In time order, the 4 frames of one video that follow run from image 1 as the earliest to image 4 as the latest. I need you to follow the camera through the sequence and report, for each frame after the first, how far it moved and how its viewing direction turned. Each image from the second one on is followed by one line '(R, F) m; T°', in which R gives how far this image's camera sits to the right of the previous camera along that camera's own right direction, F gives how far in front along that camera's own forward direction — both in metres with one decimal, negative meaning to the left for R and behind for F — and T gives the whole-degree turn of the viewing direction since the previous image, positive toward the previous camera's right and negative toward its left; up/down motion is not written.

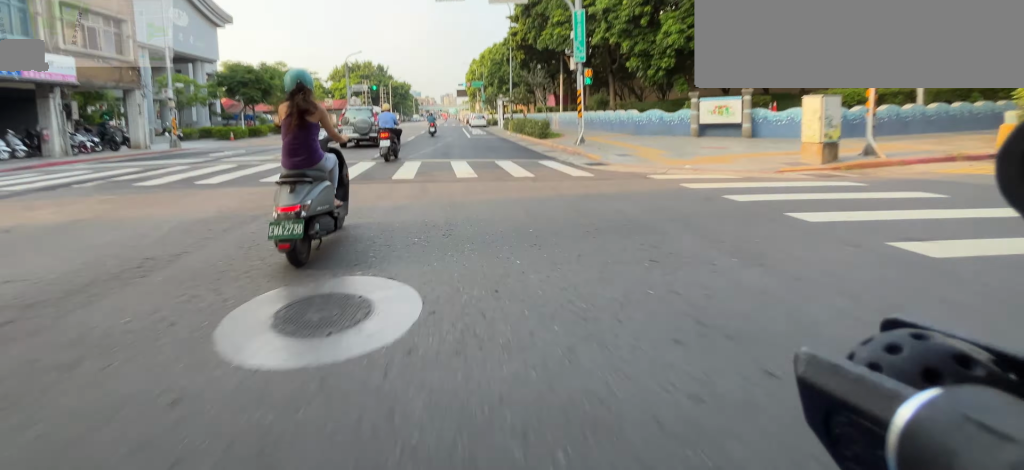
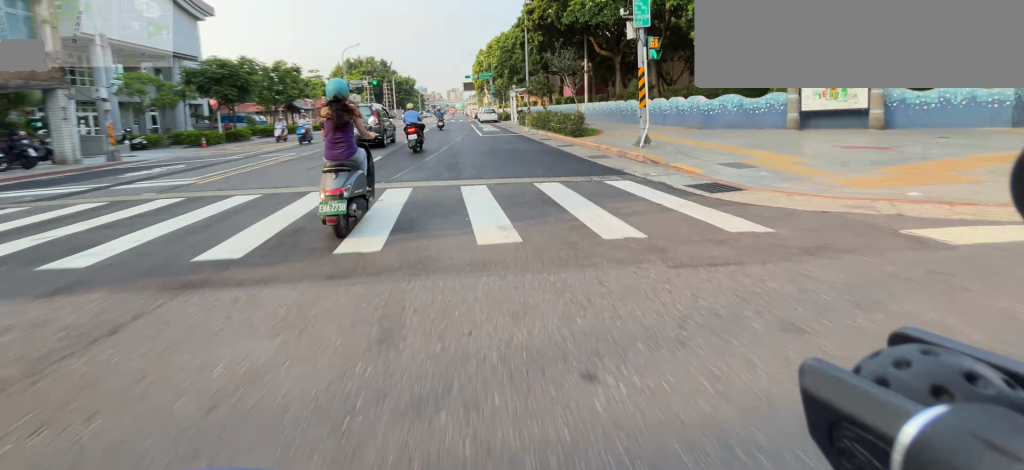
(0.0, +4.3) m; 0°
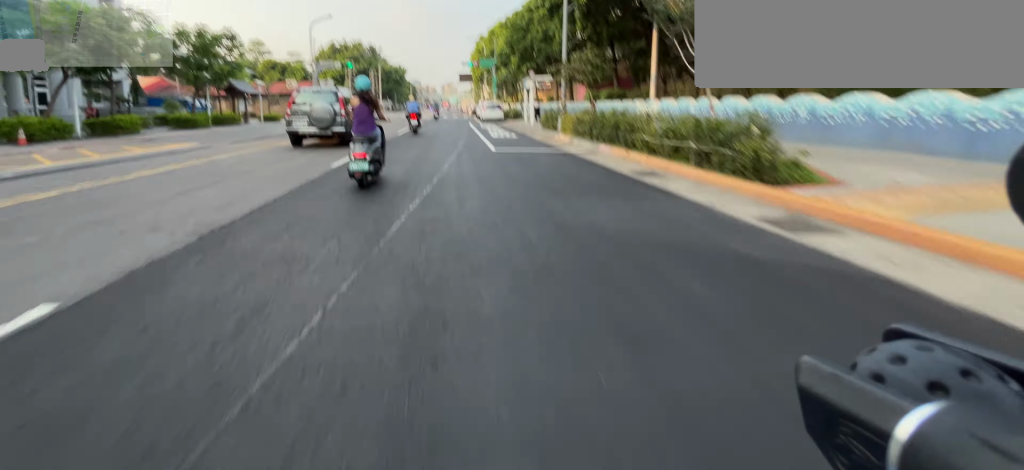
(0.0, +10.8) m; 0°
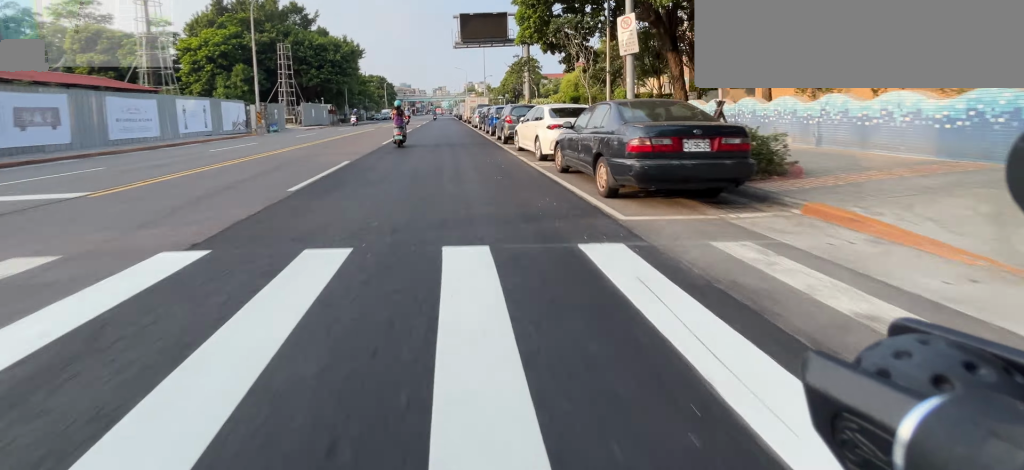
(-0.7, +54.7) m; -1°
